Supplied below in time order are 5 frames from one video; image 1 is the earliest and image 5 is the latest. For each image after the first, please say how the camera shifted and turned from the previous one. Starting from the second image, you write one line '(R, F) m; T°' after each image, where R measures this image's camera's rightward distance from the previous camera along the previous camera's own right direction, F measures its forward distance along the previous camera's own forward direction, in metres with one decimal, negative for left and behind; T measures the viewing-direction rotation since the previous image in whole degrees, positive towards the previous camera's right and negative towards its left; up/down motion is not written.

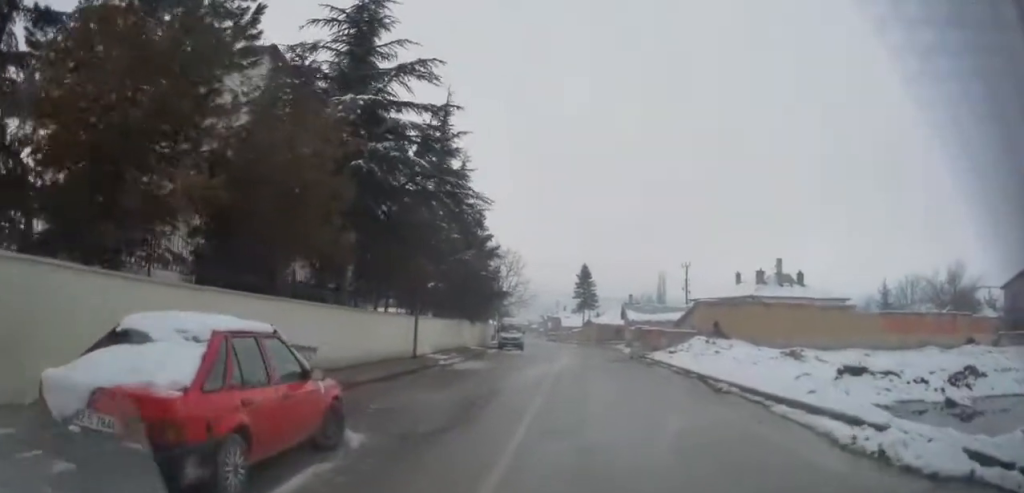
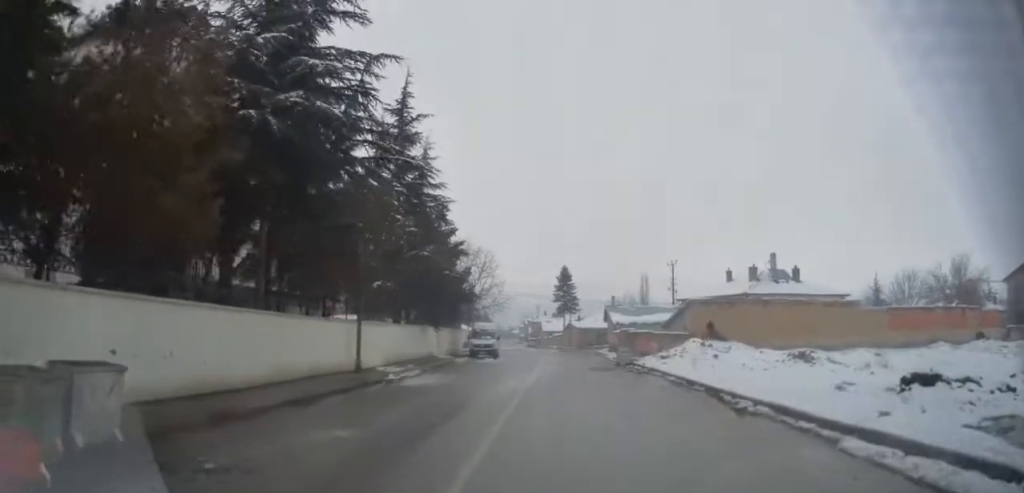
(-0.2, +4.4) m; 0°
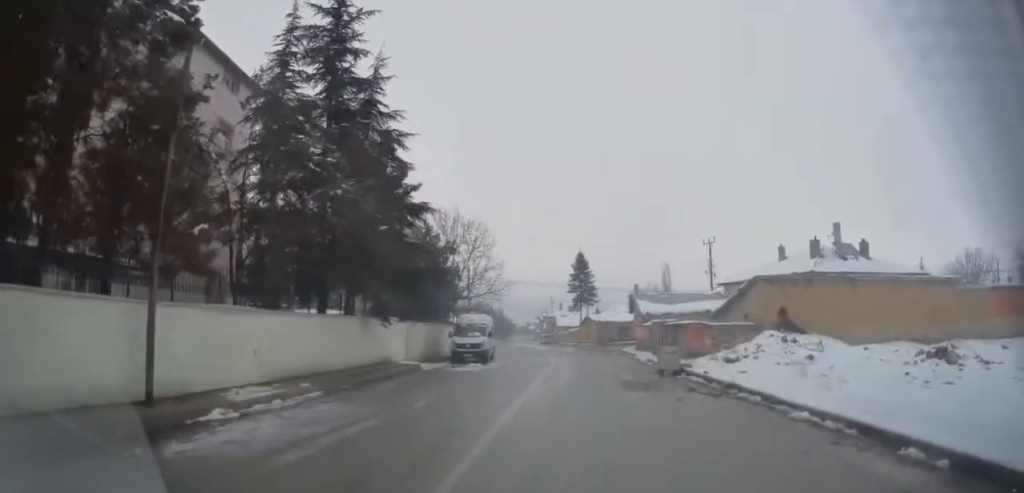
(0.0, +9.7) m; 0°
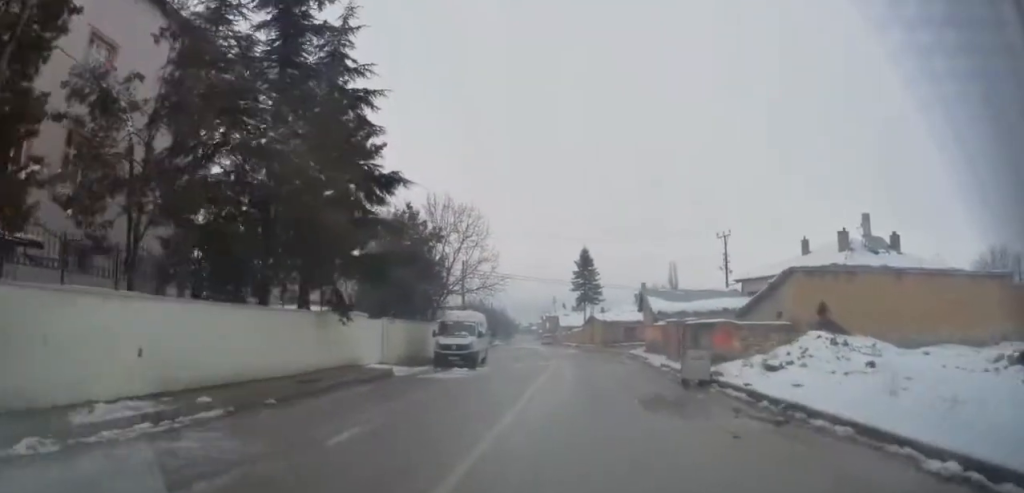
(+0.1, +4.0) m; +1°
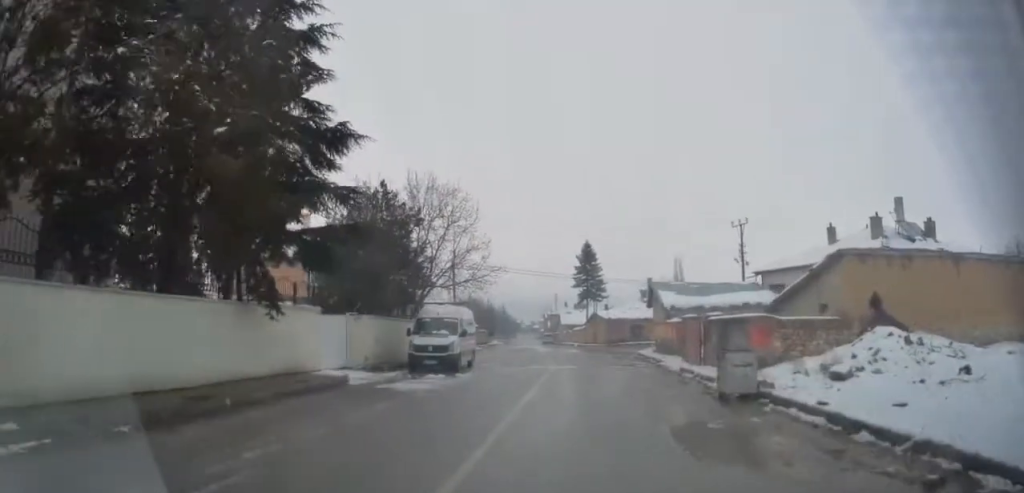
(0.0, +3.9) m; 0°
